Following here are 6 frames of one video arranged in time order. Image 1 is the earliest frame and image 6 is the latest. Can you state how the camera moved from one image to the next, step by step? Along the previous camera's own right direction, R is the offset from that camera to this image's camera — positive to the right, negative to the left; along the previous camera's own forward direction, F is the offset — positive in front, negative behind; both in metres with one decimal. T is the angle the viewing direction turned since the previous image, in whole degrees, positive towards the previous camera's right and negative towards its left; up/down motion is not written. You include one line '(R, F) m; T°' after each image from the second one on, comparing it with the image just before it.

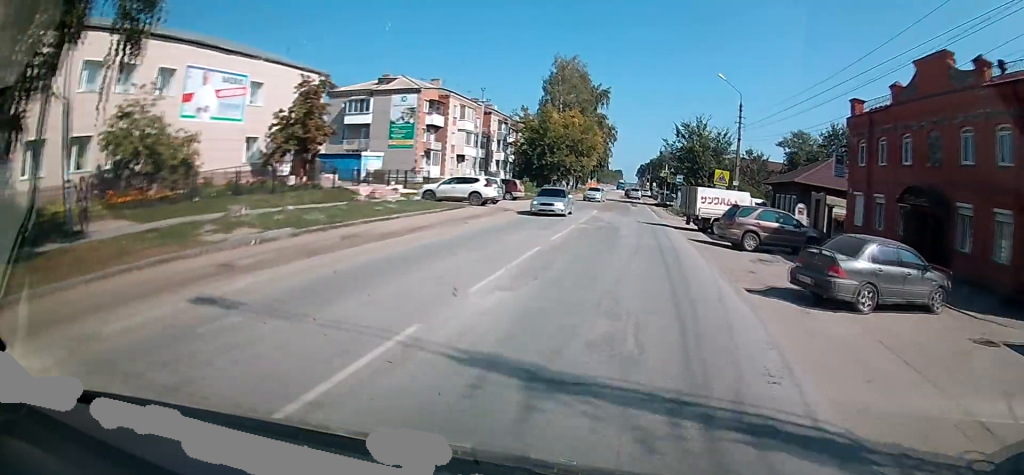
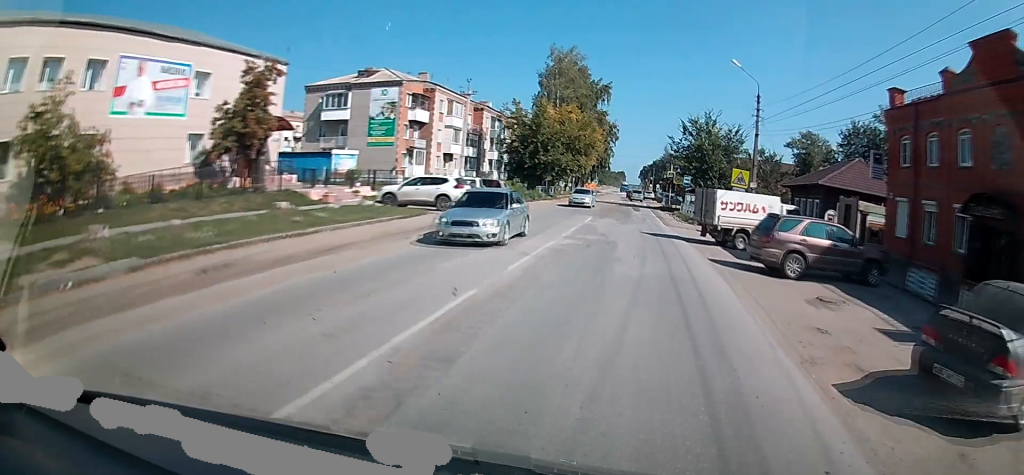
(0.0, +6.0) m; 0°
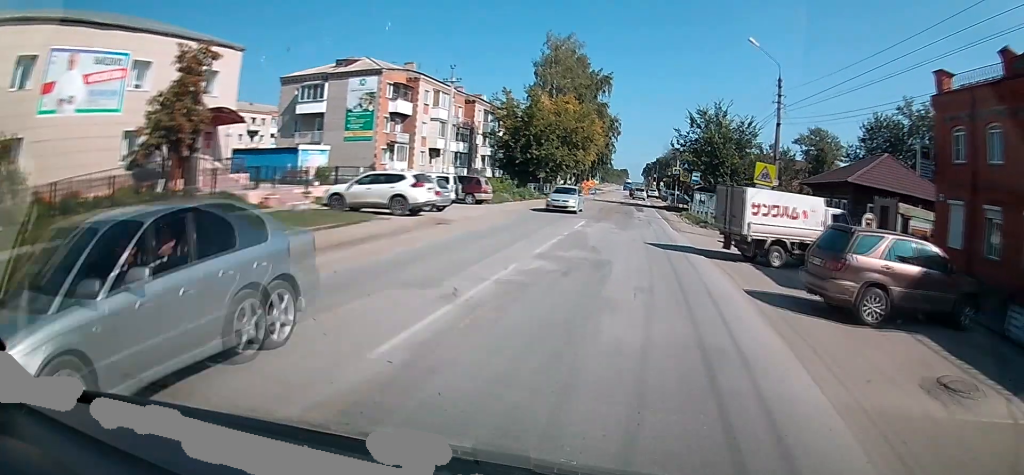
(0.0, +5.4) m; 0°
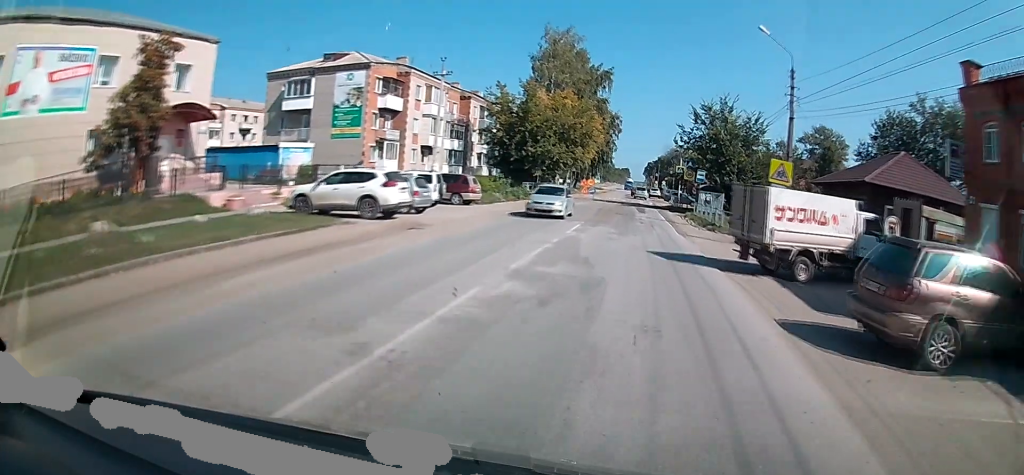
(0.0, +2.6) m; 0°
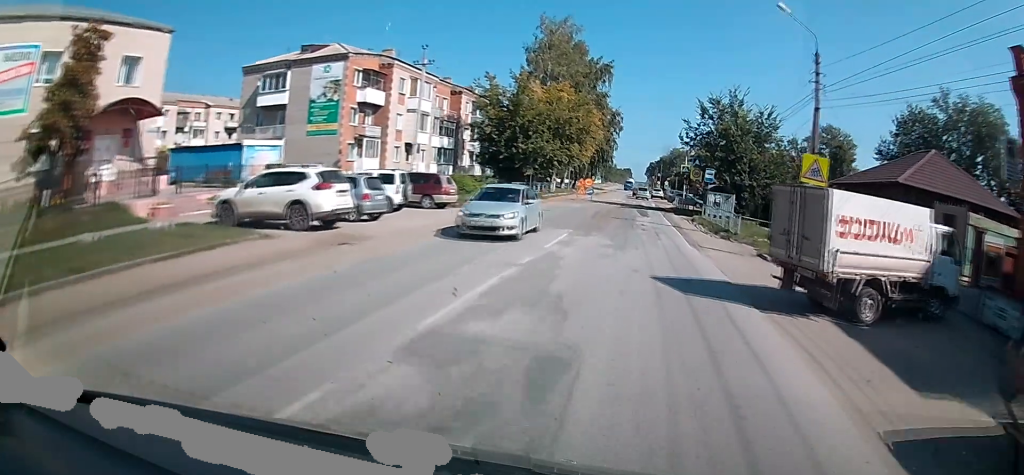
(0.0, +4.2) m; 0°
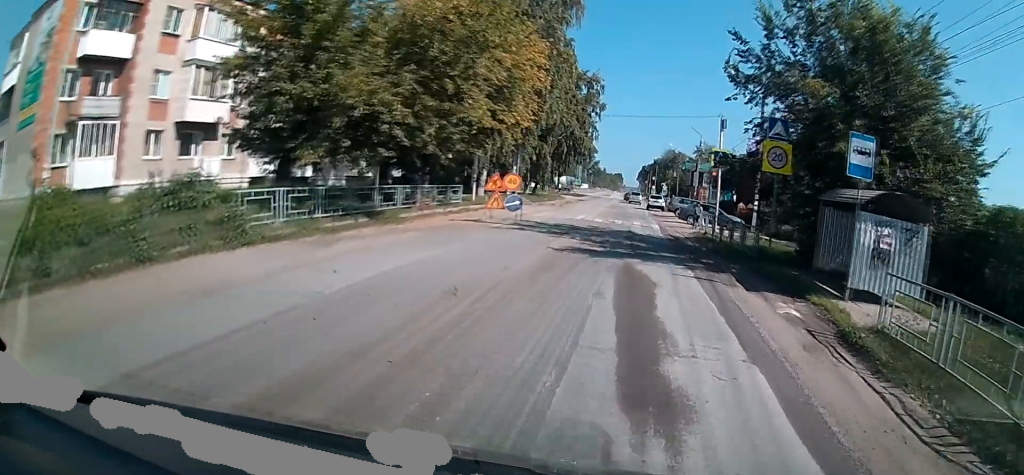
(+0.3, +27.5) m; +1°
